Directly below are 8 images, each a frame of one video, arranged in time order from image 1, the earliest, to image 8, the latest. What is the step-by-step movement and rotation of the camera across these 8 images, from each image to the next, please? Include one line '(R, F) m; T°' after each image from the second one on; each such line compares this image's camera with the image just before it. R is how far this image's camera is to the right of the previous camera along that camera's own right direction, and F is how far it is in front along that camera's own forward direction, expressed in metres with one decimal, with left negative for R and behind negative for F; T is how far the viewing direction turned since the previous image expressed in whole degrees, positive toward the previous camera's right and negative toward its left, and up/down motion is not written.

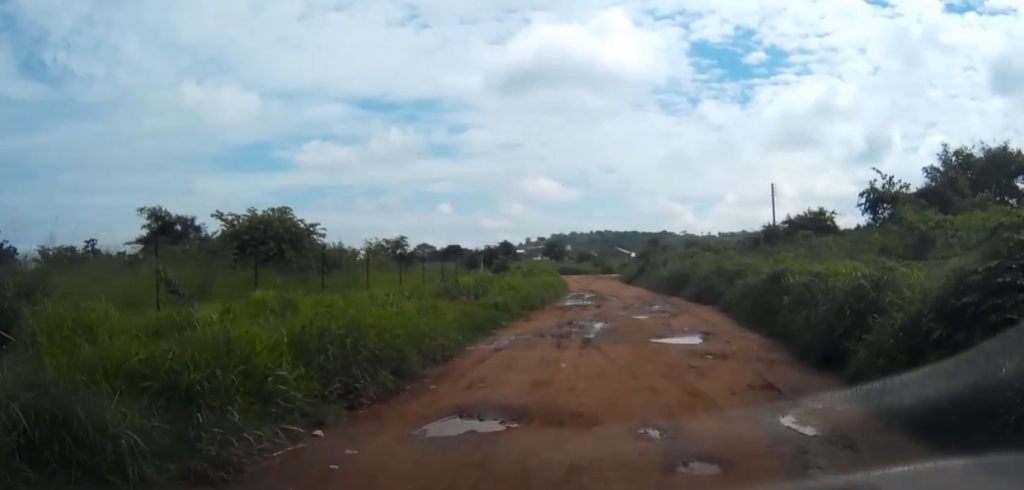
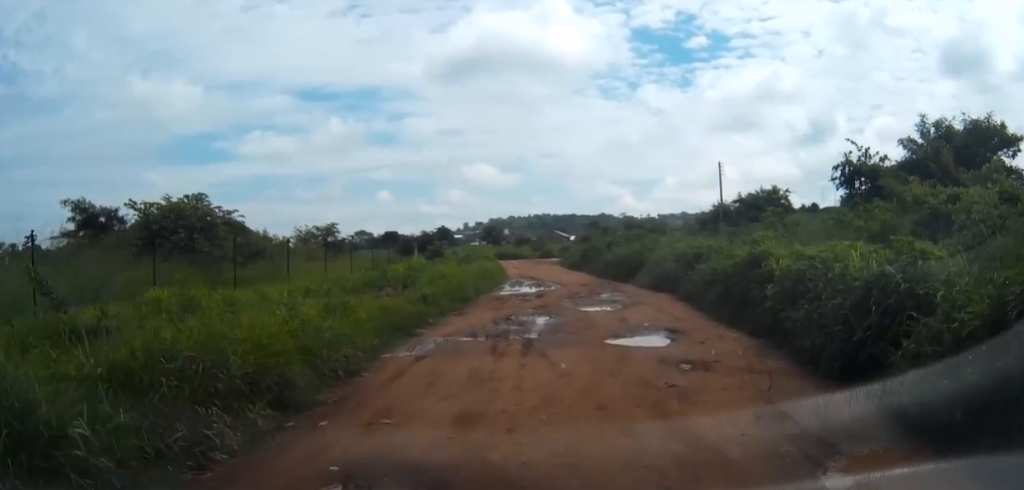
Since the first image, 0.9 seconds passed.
(+0.1, +2.2) m; +6°
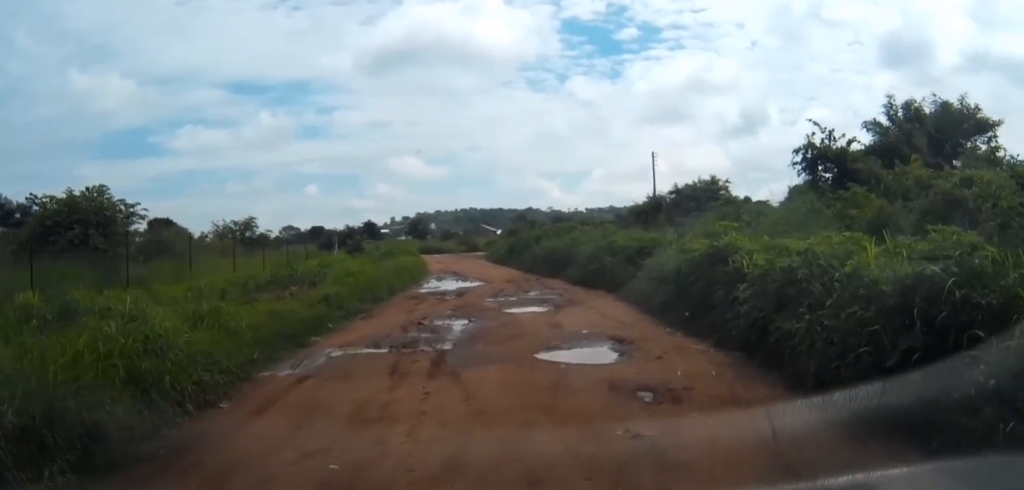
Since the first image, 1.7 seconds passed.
(+0.1, +2.1) m; +5°
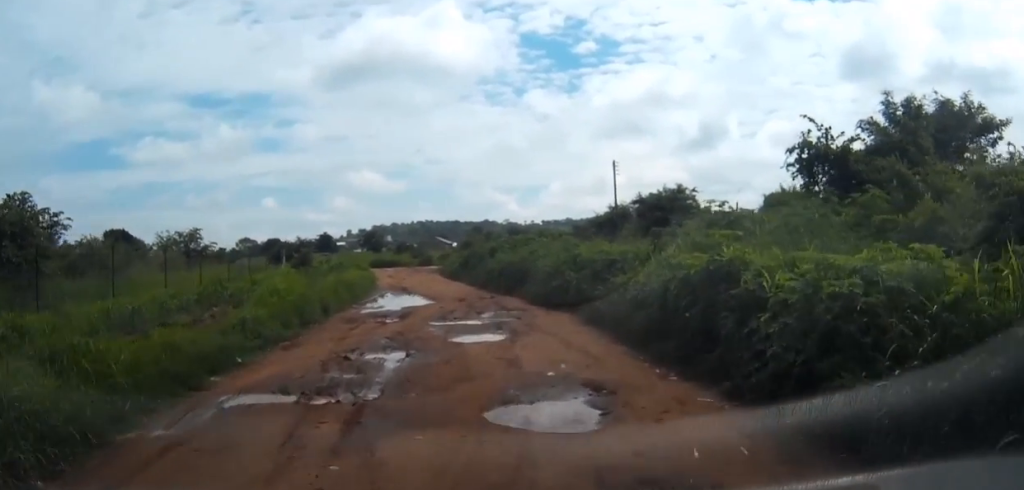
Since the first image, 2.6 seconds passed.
(+0.1, +2.3) m; +2°
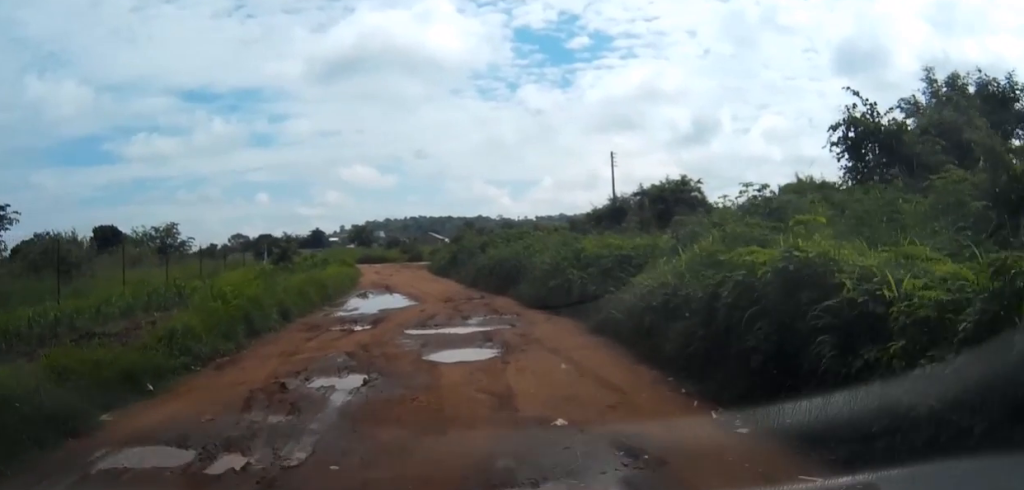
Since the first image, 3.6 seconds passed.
(-0.1, +2.6) m; 0°
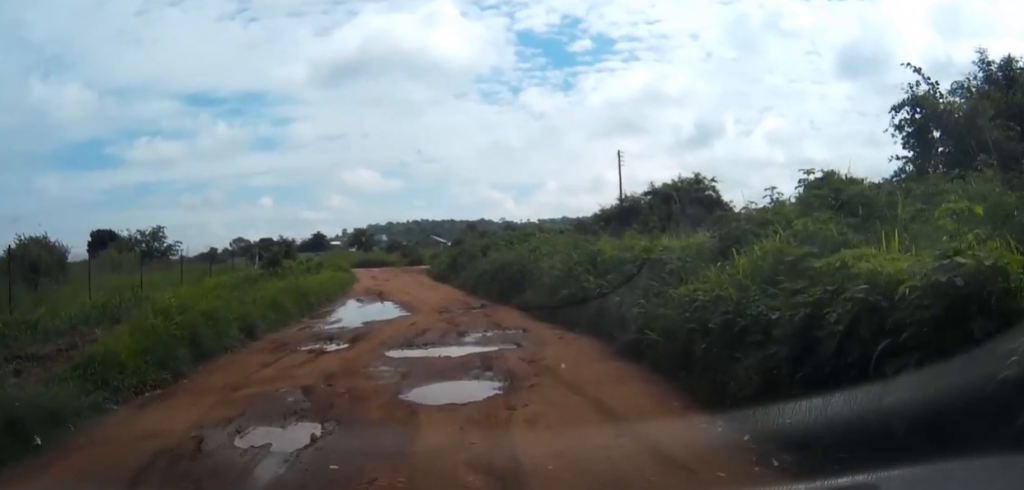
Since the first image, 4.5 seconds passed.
(+0.1, +2.3) m; 0°
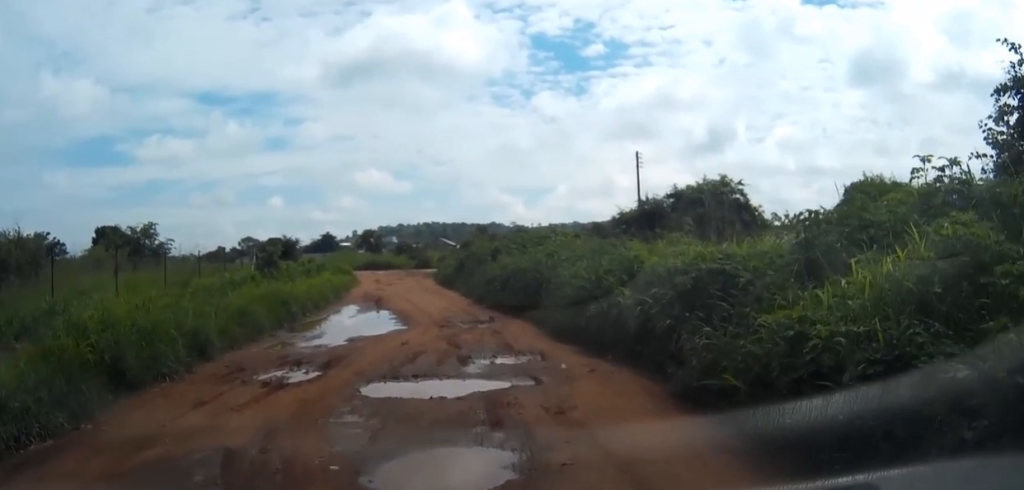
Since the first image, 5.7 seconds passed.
(-0.1, +2.6) m; -2°
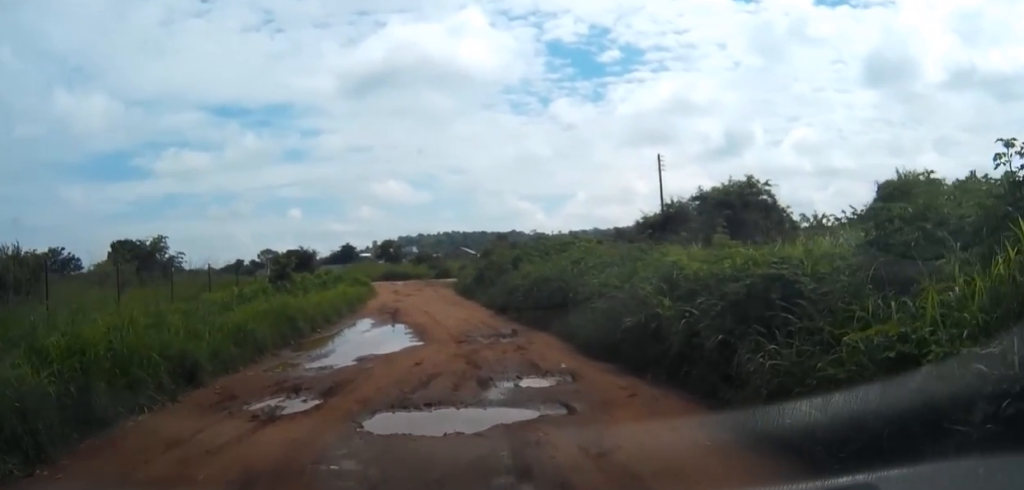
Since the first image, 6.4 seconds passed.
(0.0, +1.2) m; -1°
